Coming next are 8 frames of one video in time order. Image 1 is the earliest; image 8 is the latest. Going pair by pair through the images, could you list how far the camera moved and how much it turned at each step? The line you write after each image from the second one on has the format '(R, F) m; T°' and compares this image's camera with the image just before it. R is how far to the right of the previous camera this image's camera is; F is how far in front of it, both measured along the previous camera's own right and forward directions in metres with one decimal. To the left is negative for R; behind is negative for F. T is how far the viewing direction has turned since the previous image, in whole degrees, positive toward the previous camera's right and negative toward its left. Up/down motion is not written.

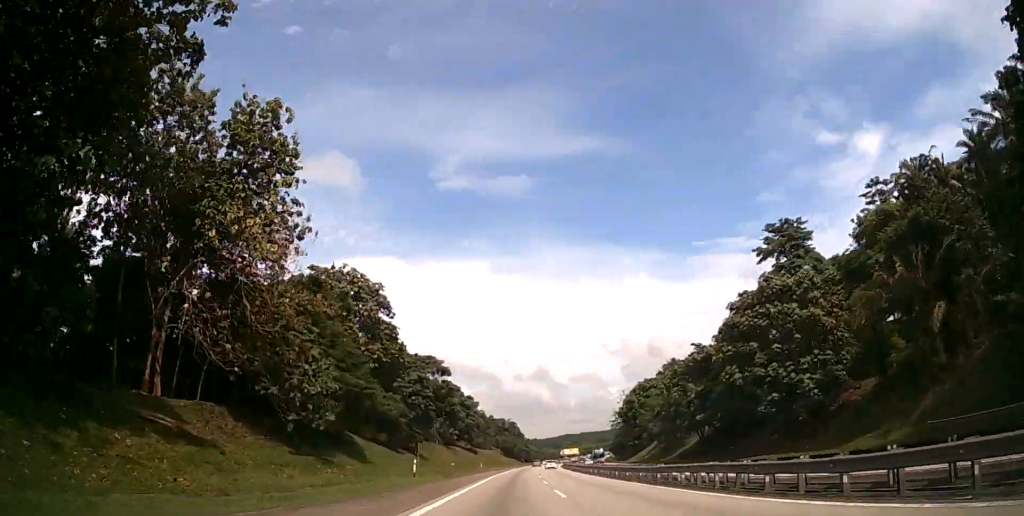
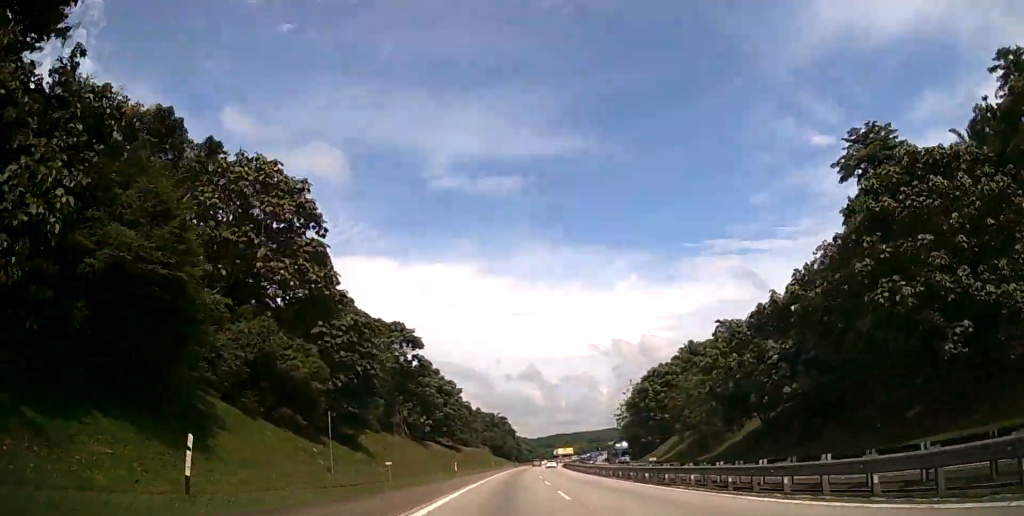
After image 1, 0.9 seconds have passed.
(-0.7, +25.1) m; 0°
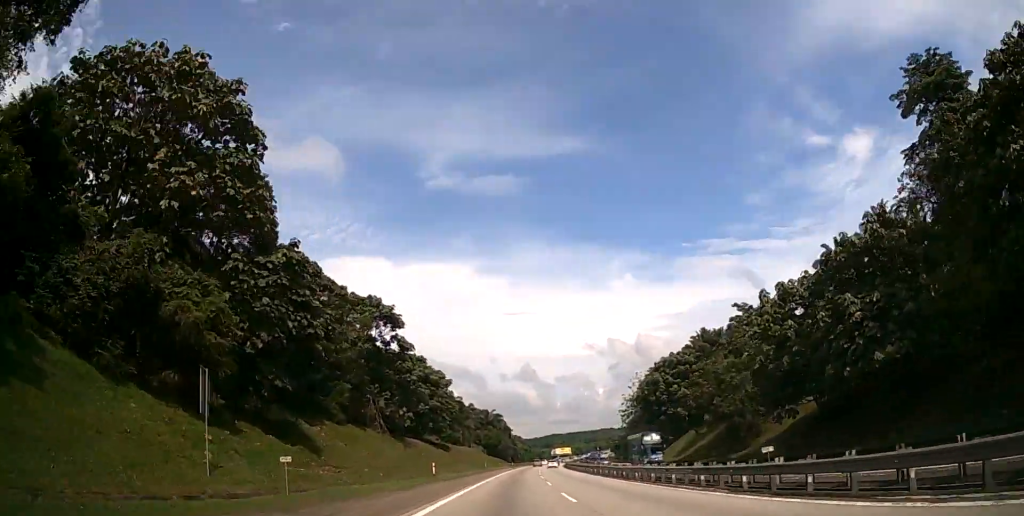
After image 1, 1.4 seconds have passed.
(+0.4, +13.1) m; +1°
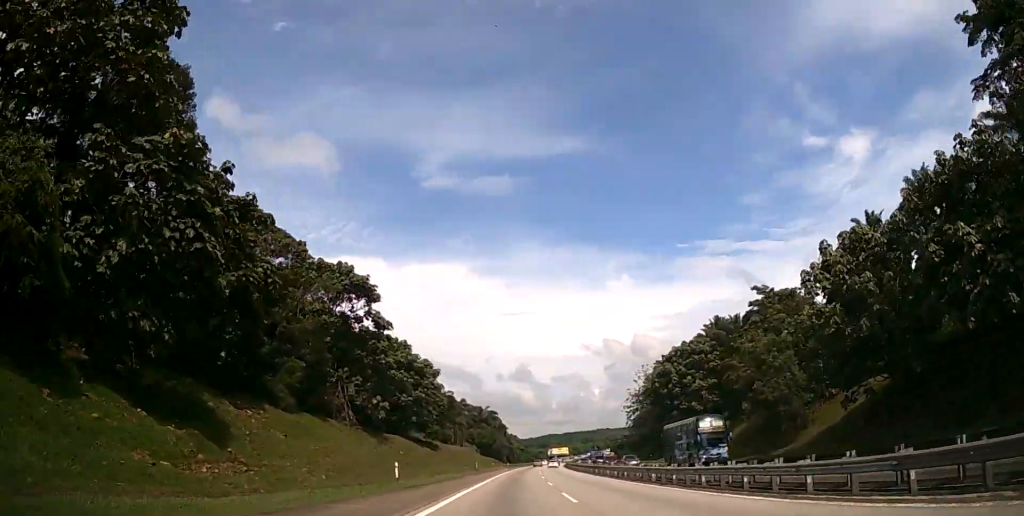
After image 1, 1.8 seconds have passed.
(+0.1, +12.0) m; +1°
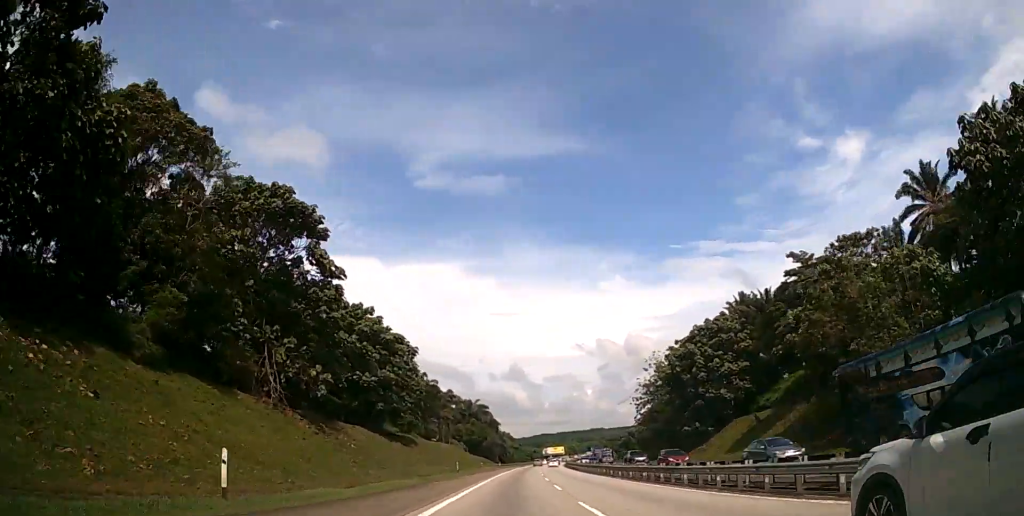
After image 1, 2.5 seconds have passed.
(+0.2, +17.5) m; +1°
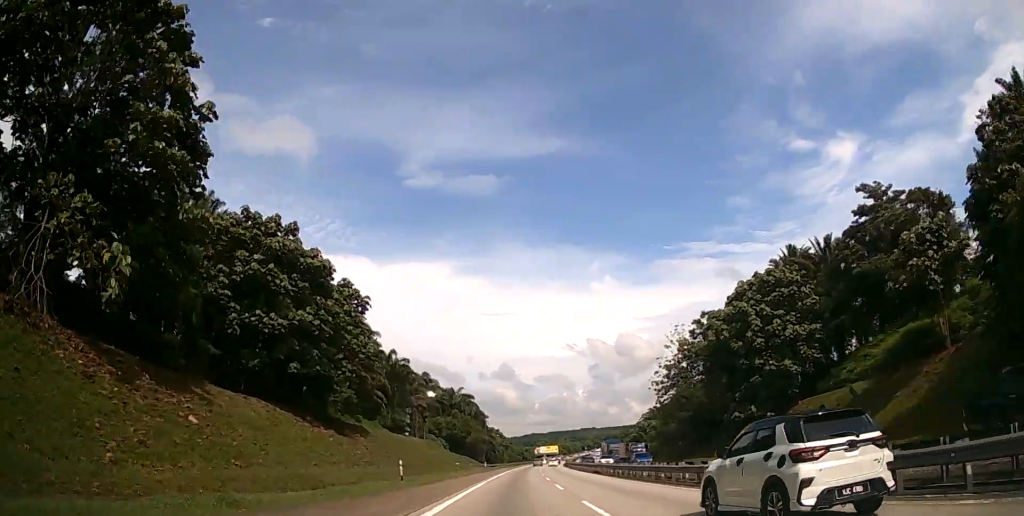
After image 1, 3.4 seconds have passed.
(+0.2, +24.2) m; +1°
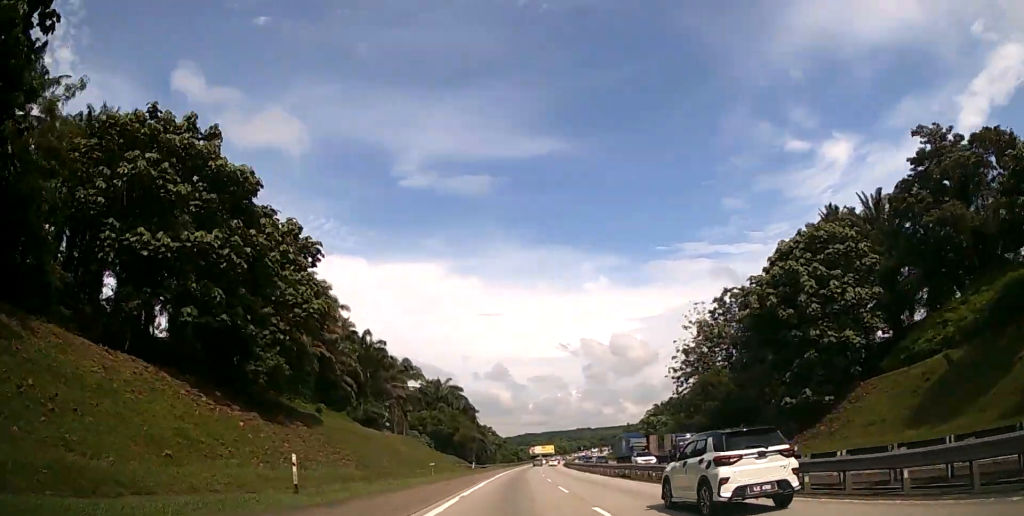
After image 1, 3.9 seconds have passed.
(0.0, +14.3) m; +1°
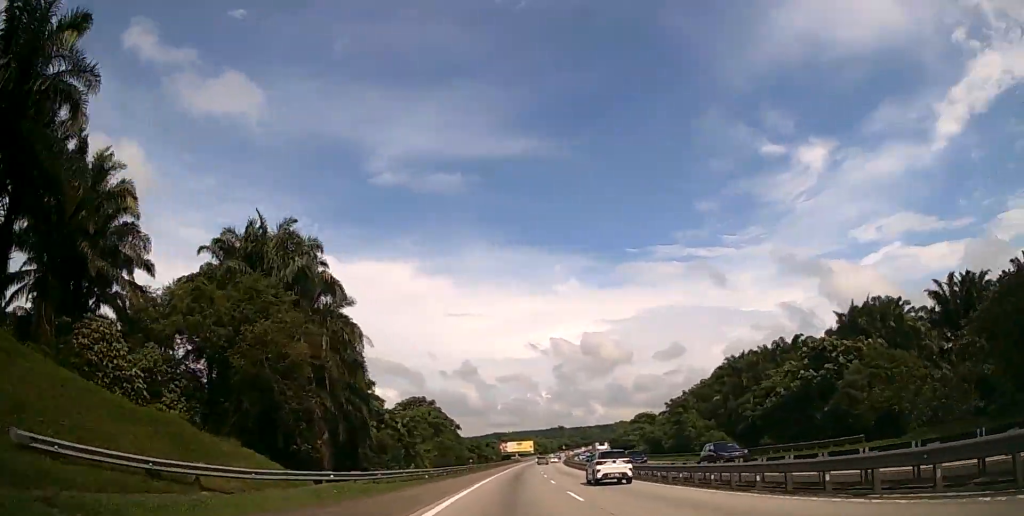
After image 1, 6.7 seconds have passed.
(+2.7, +77.7) m; +4°
